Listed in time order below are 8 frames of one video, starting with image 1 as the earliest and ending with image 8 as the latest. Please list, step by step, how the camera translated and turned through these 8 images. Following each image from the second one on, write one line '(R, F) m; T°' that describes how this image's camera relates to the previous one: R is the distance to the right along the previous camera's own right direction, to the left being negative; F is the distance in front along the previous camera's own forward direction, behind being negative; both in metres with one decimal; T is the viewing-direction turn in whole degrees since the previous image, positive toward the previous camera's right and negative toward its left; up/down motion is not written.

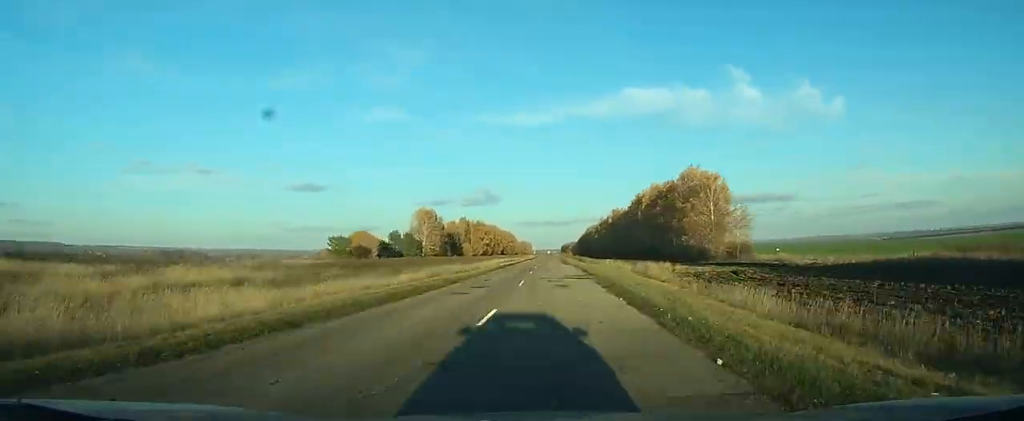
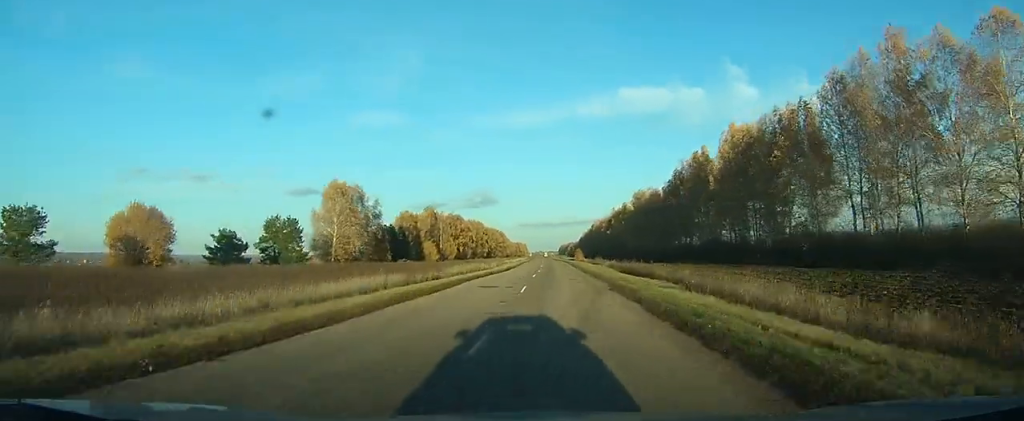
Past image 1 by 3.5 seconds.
(+0.6, +76.4) m; +1°
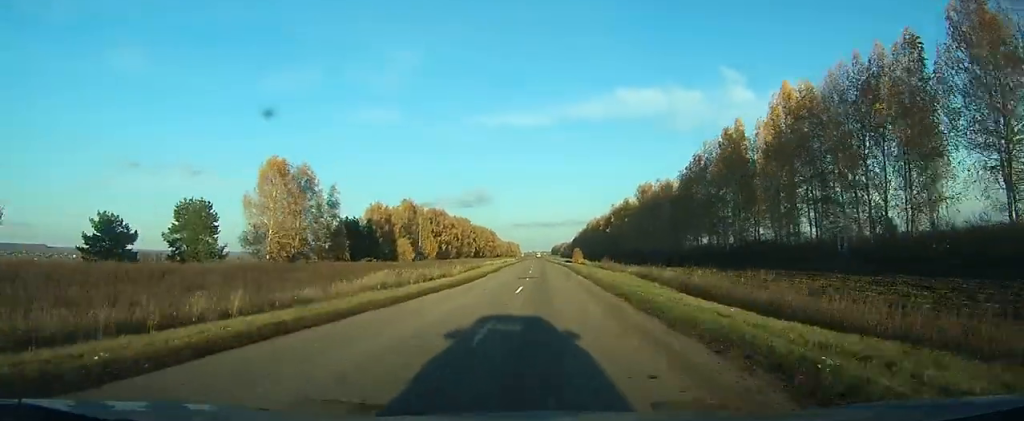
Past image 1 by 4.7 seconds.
(0.0, +24.2) m; 0°
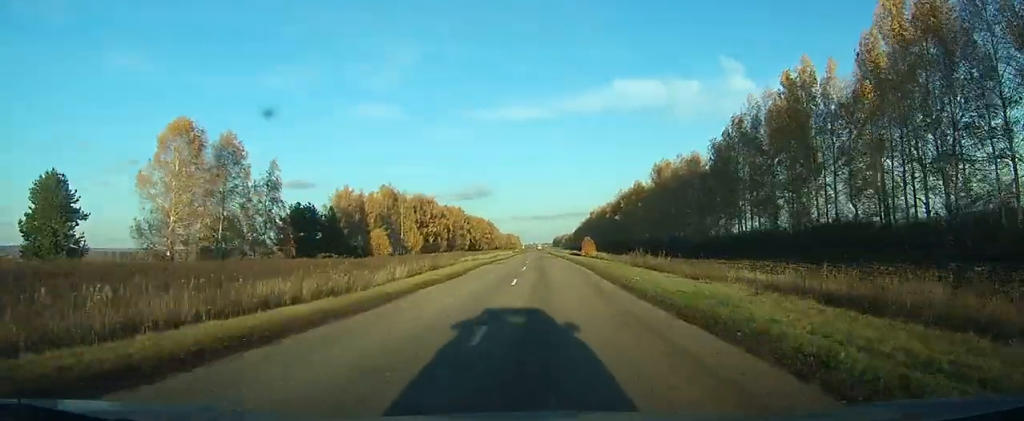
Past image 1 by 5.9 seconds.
(+0.1, +24.6) m; +4°
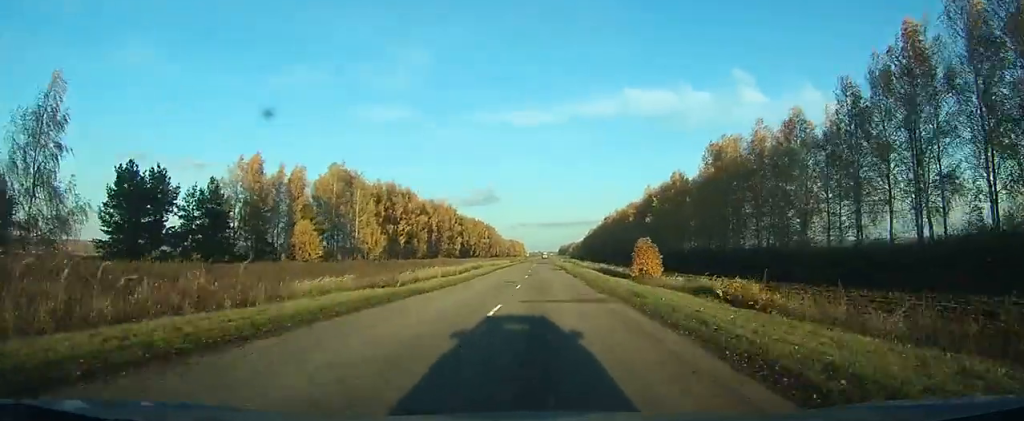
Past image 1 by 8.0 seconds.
(+3.3, +42.5) m; -2°
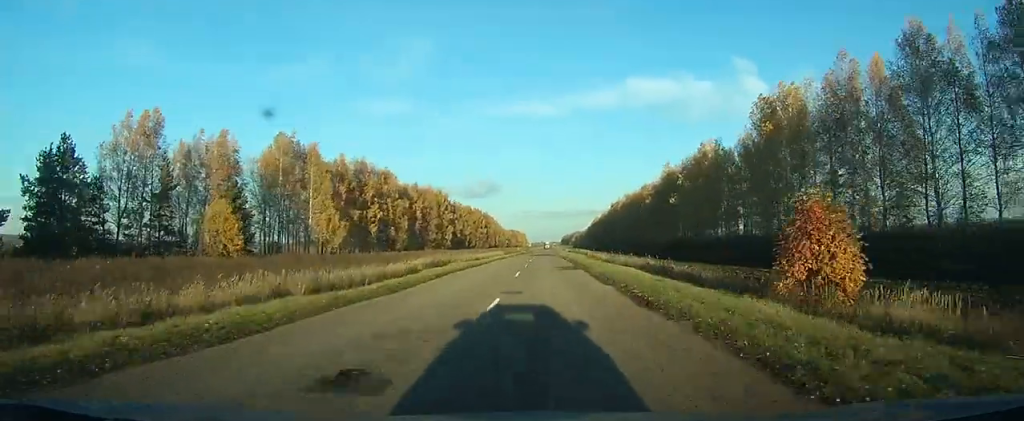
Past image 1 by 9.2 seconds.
(-0.2, +23.2) m; -5°
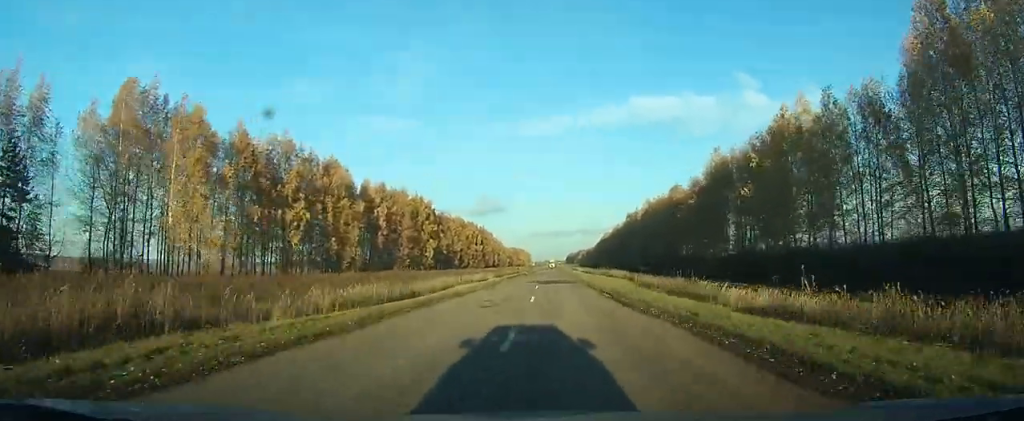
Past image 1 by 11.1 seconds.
(-6.7, +37.4) m; -4°
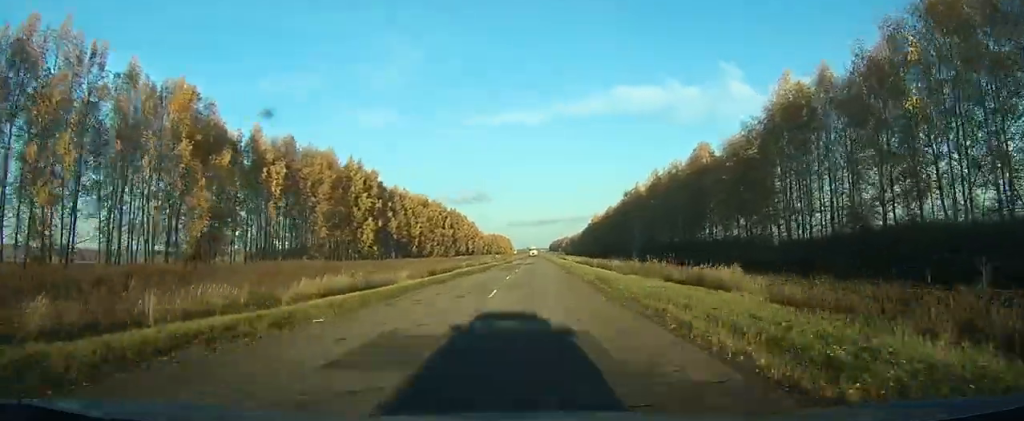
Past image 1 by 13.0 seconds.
(+4.0, +42.0) m; +6°
